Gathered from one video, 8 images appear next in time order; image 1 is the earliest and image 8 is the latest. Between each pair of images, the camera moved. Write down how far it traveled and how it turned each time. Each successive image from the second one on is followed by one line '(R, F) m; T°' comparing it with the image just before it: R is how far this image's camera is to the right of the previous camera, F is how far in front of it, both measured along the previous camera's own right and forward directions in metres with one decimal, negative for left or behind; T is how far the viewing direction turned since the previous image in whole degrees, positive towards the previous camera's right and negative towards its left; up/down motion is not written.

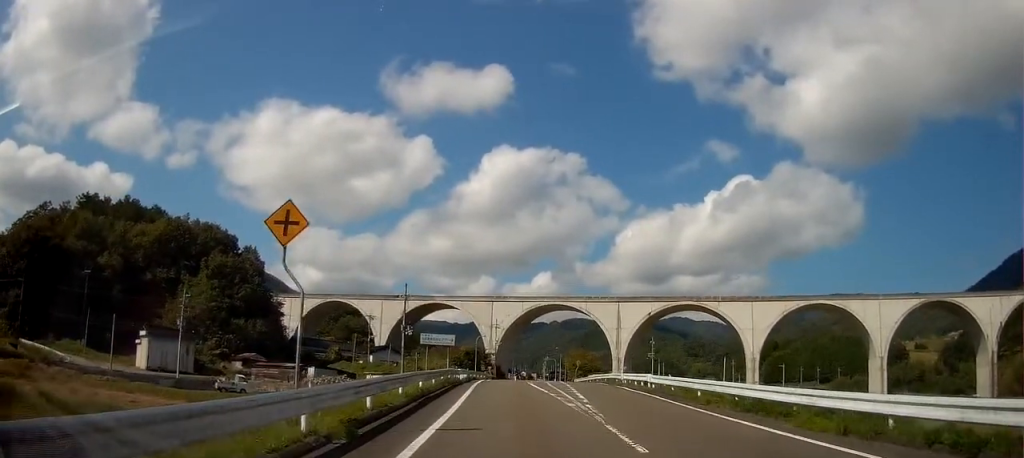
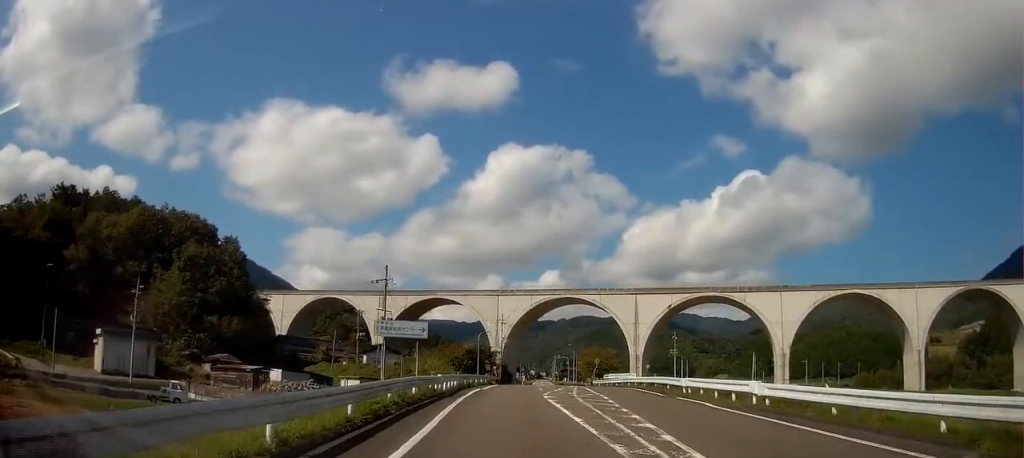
(-0.1, +12.6) m; +1°
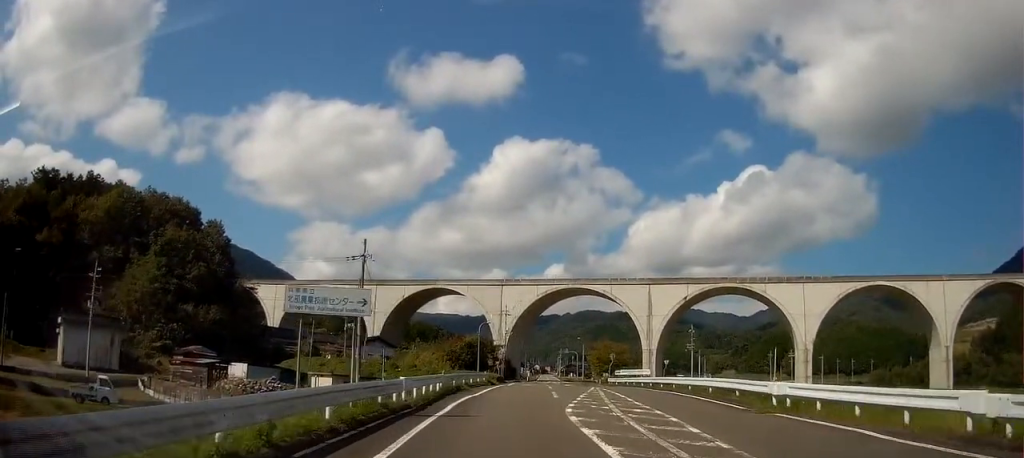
(+0.2, +9.3) m; +1°
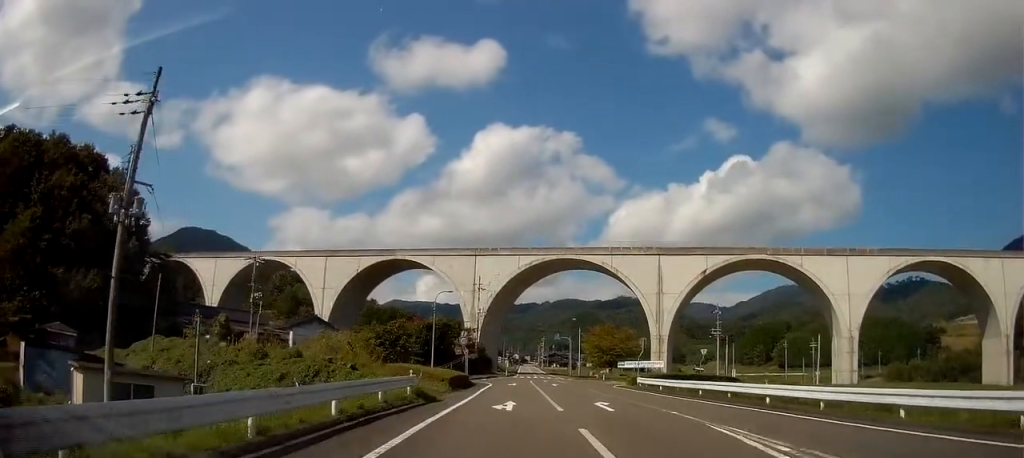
(0.0, +25.8) m; 0°
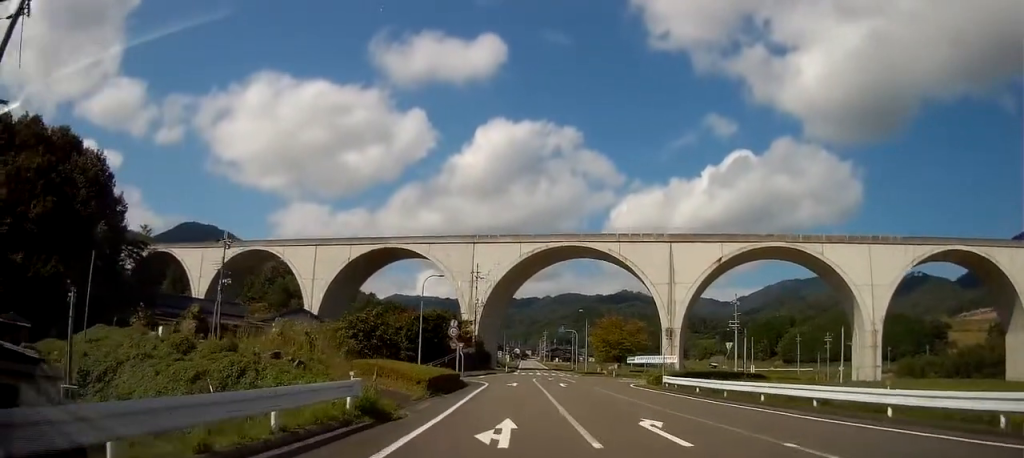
(0.0, +7.2) m; 0°
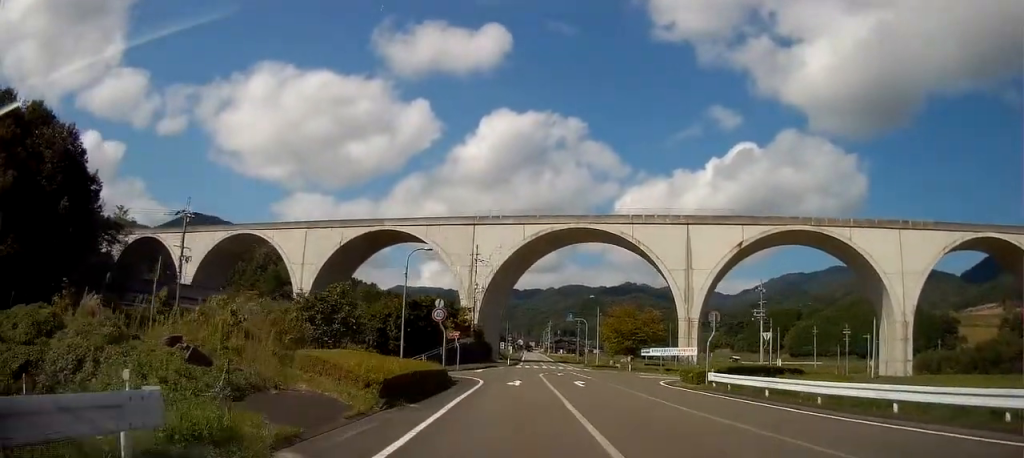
(0.0, +7.8) m; +1°
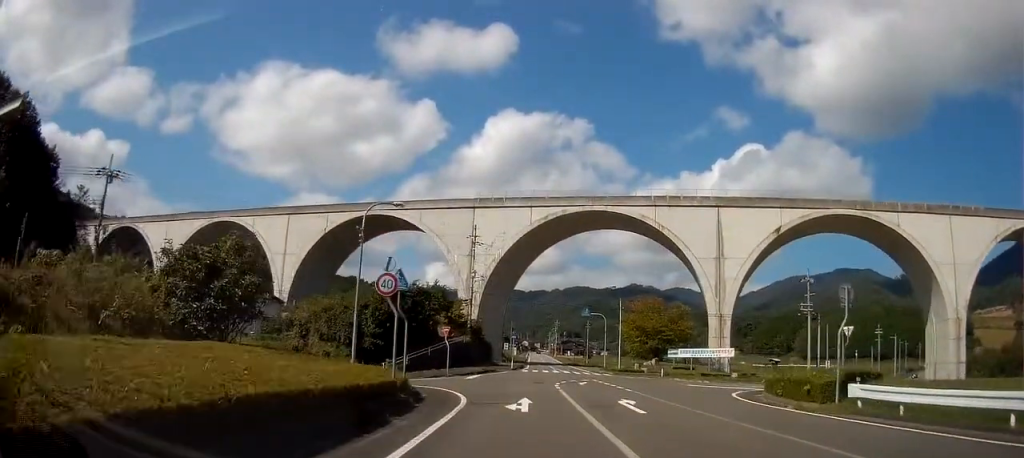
(+0.2, +11.6) m; +1°
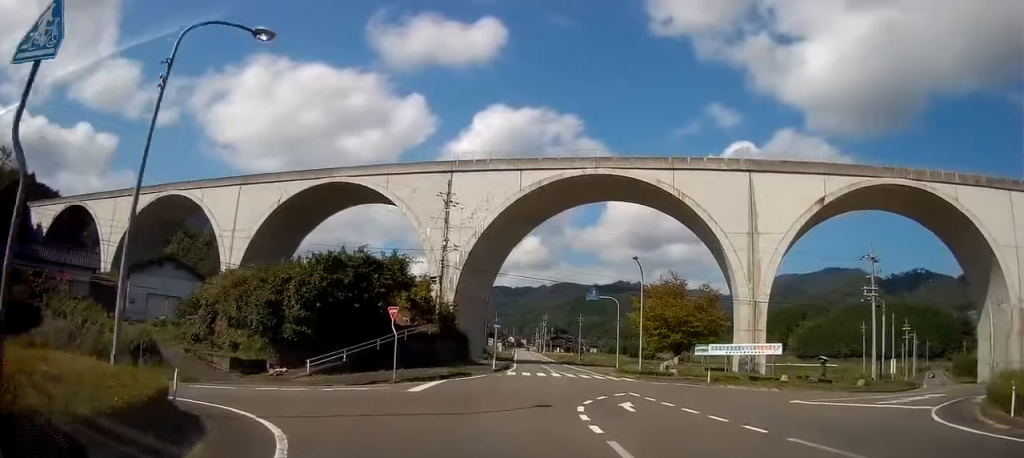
(+0.1, +15.2) m; -1°
